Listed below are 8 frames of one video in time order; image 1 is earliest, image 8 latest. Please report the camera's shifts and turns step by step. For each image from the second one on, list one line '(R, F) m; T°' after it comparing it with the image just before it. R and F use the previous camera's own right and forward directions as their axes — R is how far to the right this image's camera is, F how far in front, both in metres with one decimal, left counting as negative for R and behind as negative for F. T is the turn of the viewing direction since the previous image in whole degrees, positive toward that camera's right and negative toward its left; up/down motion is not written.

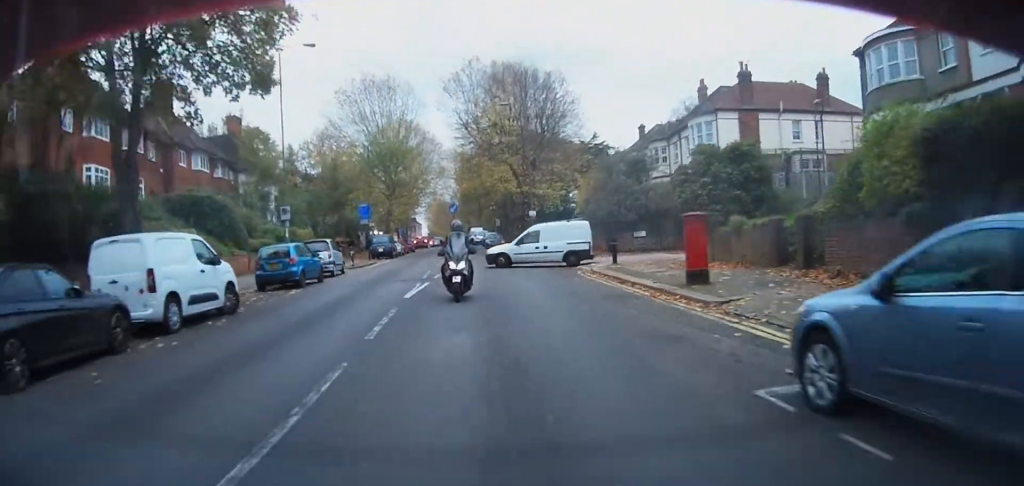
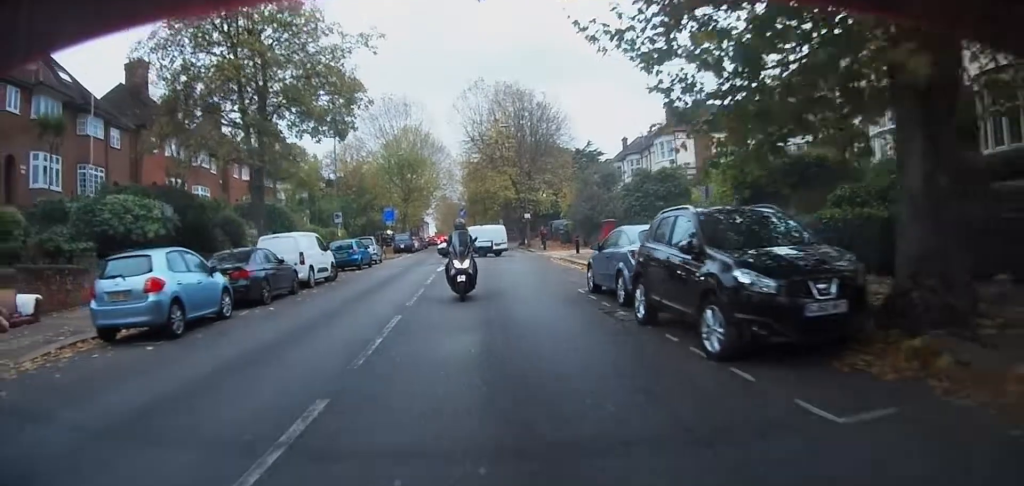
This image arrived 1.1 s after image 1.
(+0.3, +10.0) m; +2°
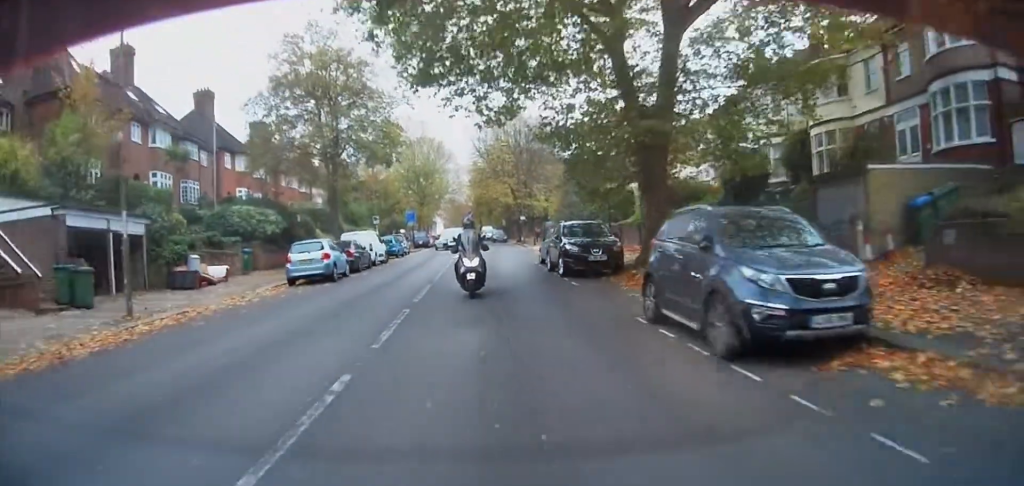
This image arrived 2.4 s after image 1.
(0.0, +12.4) m; 0°
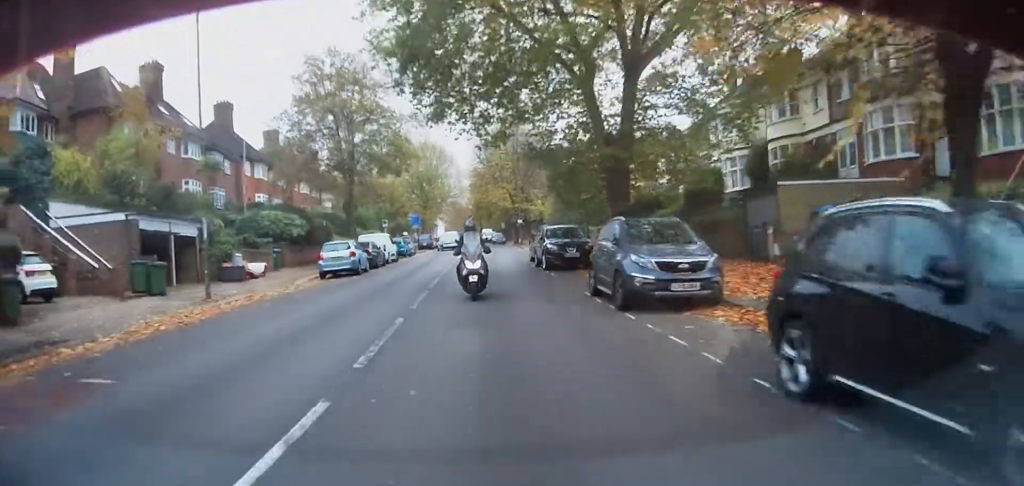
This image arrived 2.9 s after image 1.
(0.0, +4.7) m; 0°
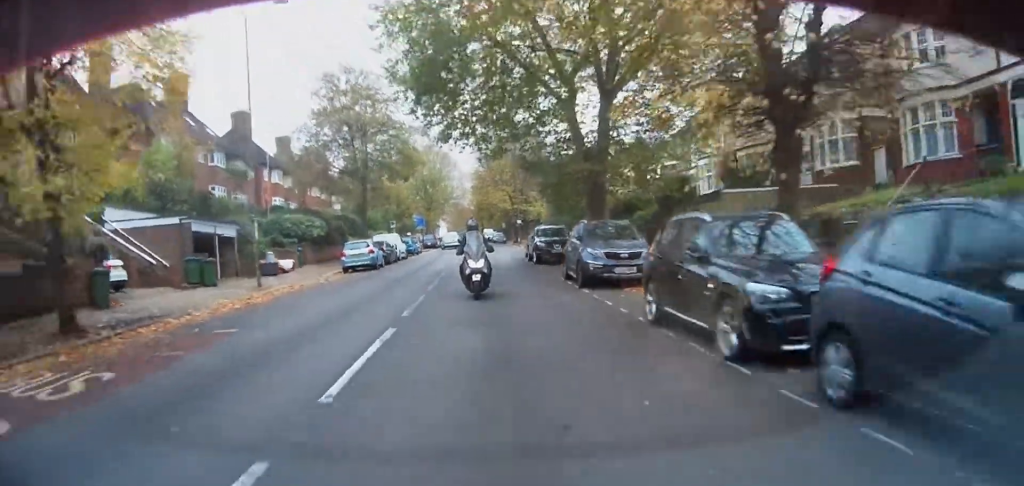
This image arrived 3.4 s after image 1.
(0.0, +4.4) m; 0°
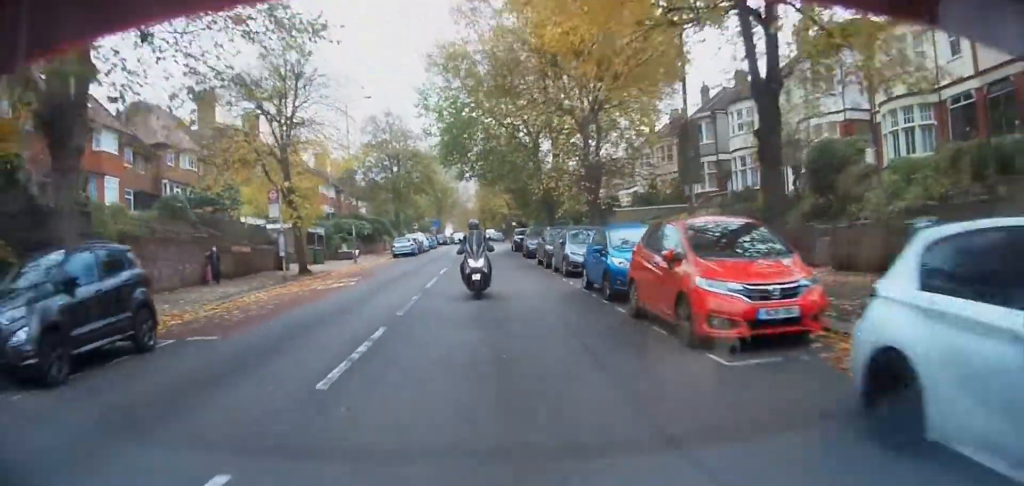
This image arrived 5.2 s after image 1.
(0.0, +16.7) m; +1°
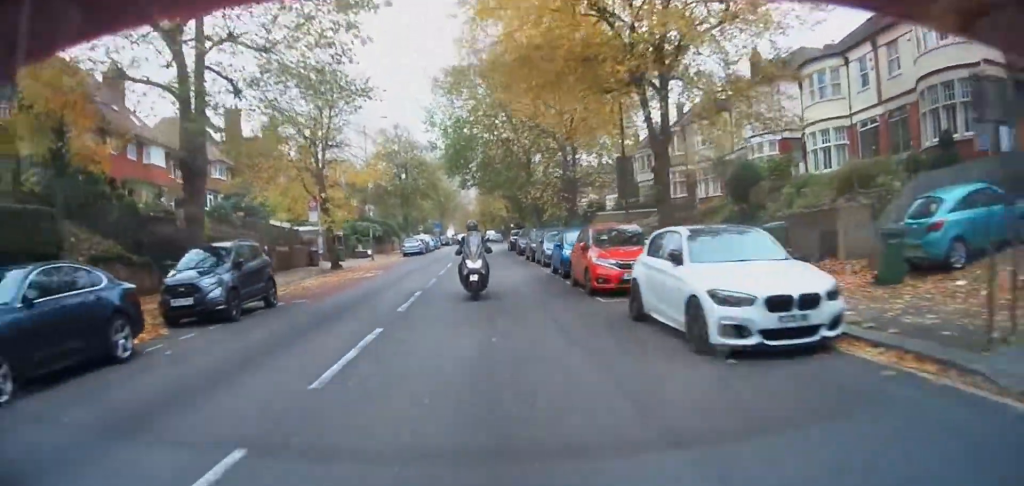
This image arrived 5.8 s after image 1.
(0.0, +6.2) m; 0°
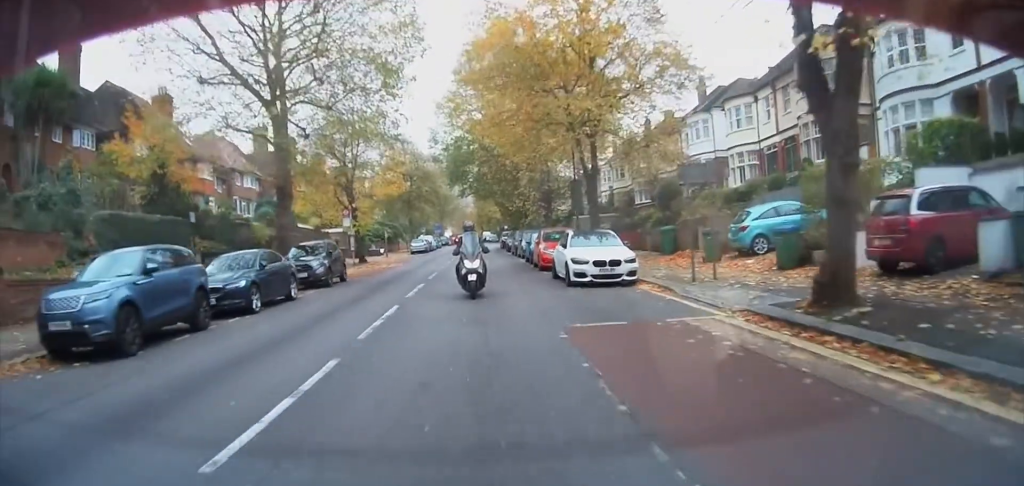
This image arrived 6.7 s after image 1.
(0.0, +9.0) m; 0°
